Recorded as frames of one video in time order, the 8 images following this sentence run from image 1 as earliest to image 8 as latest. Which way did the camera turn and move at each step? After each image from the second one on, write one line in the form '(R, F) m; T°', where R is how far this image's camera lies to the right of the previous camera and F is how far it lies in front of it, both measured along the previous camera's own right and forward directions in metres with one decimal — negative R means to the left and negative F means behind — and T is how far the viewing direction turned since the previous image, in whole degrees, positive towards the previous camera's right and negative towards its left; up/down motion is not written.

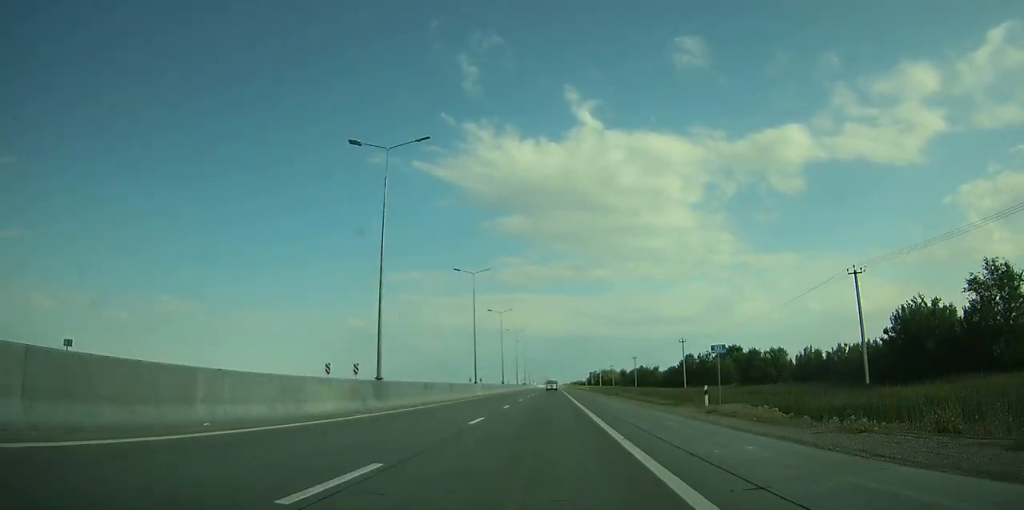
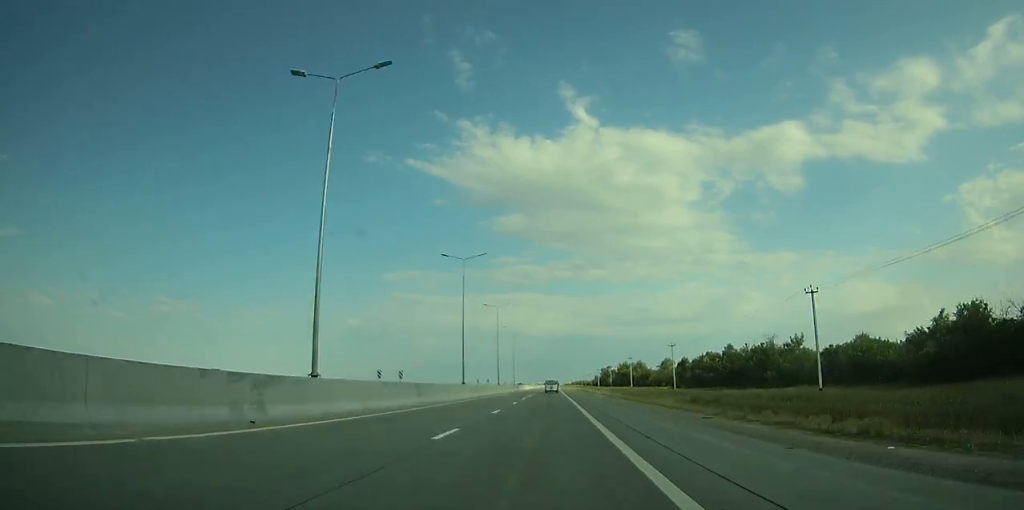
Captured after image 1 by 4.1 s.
(+0.1, +110.8) m; 0°
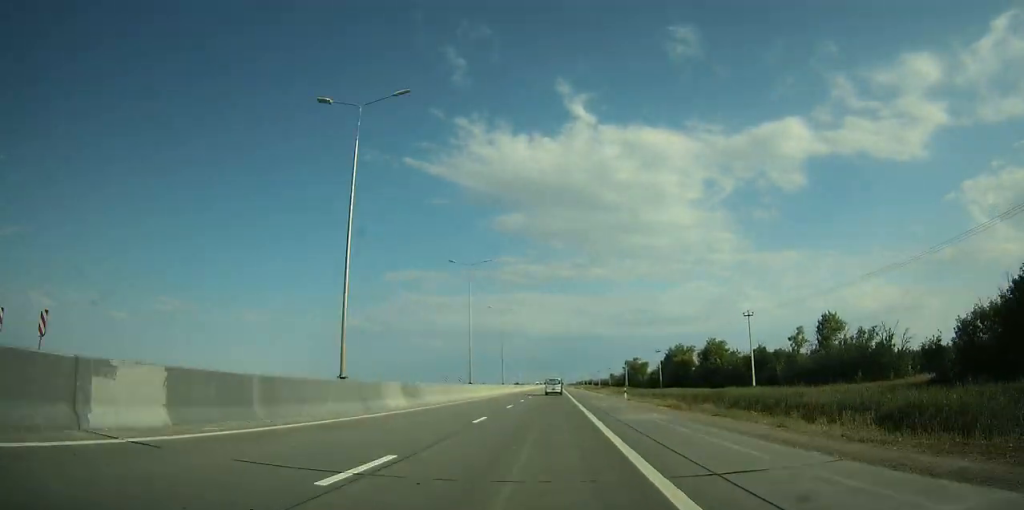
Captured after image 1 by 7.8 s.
(0.0, +100.1) m; 0°
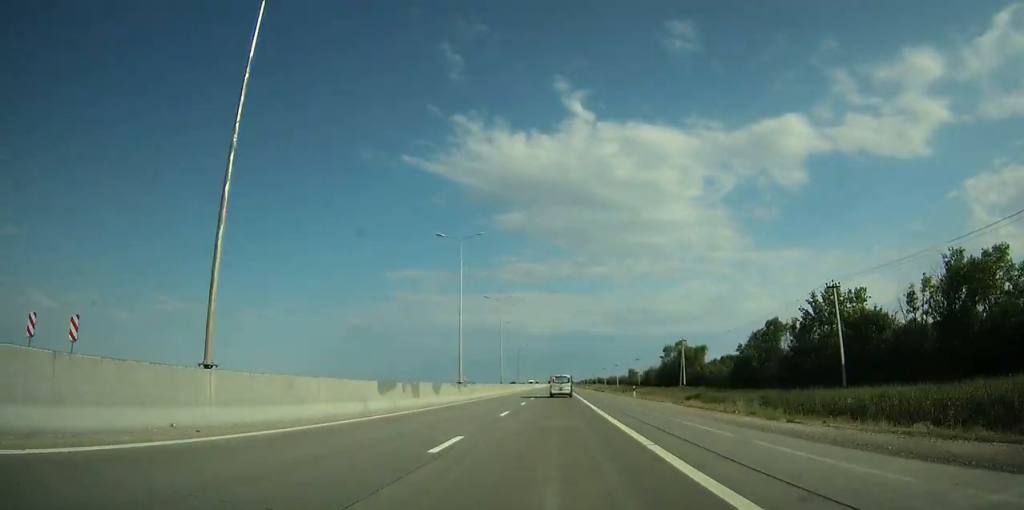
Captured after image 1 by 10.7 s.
(-0.1, +82.8) m; 0°
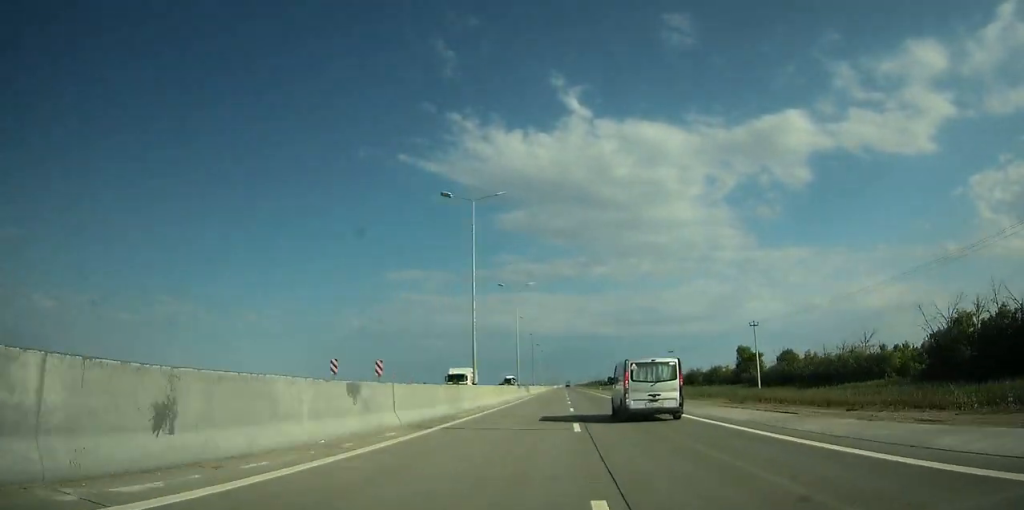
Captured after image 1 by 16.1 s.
(-0.6, +152.7) m; 0°
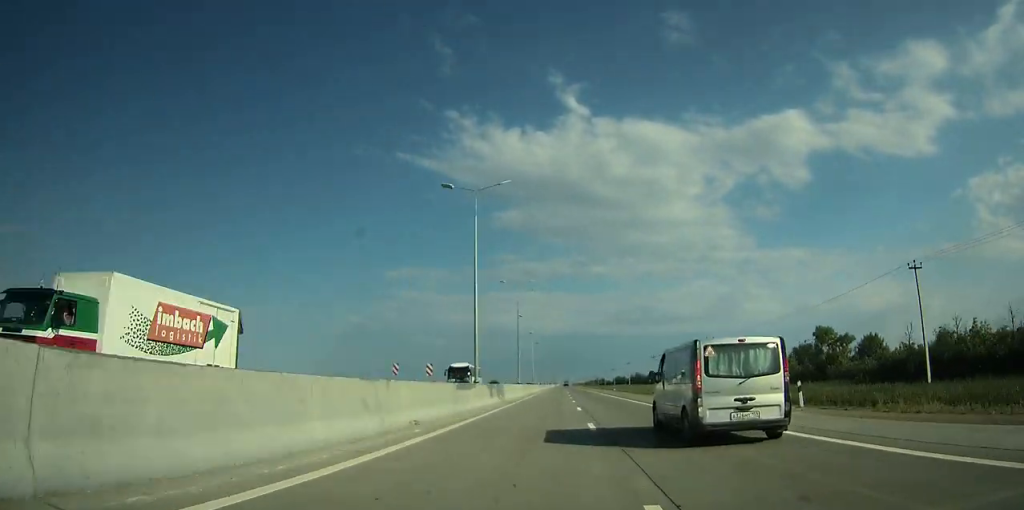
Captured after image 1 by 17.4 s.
(+0.2, +35.5) m; 0°
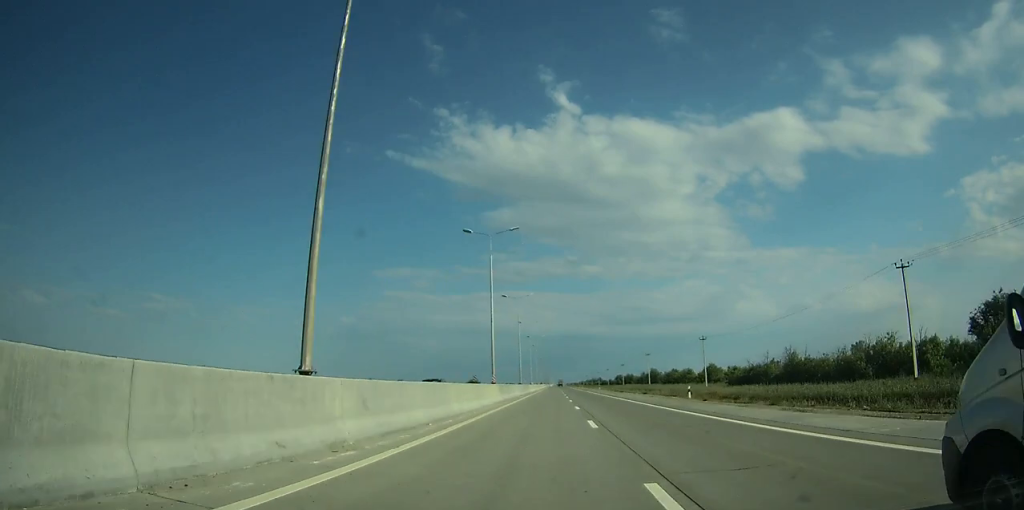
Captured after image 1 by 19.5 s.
(+0.1, +57.3) m; 0°
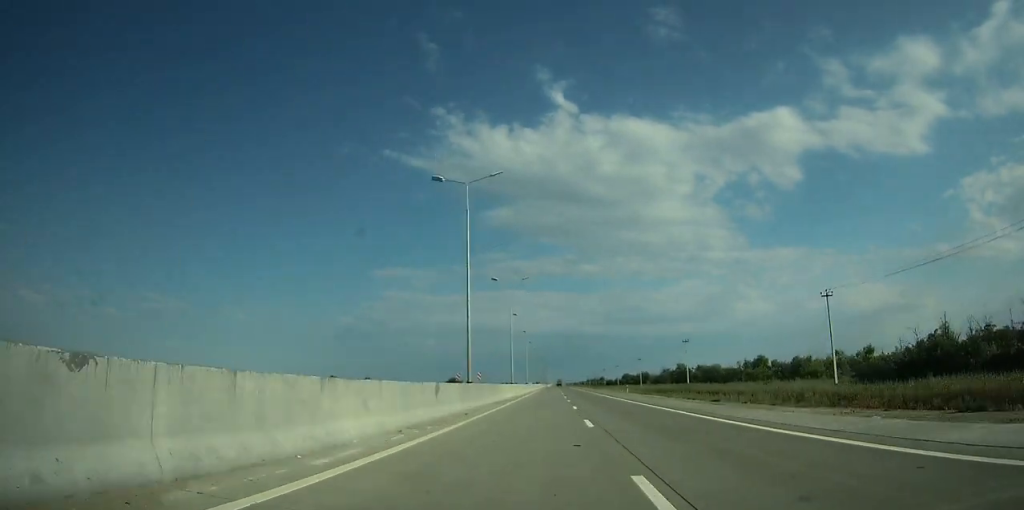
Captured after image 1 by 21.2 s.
(+0.1, +46.2) m; 0°
